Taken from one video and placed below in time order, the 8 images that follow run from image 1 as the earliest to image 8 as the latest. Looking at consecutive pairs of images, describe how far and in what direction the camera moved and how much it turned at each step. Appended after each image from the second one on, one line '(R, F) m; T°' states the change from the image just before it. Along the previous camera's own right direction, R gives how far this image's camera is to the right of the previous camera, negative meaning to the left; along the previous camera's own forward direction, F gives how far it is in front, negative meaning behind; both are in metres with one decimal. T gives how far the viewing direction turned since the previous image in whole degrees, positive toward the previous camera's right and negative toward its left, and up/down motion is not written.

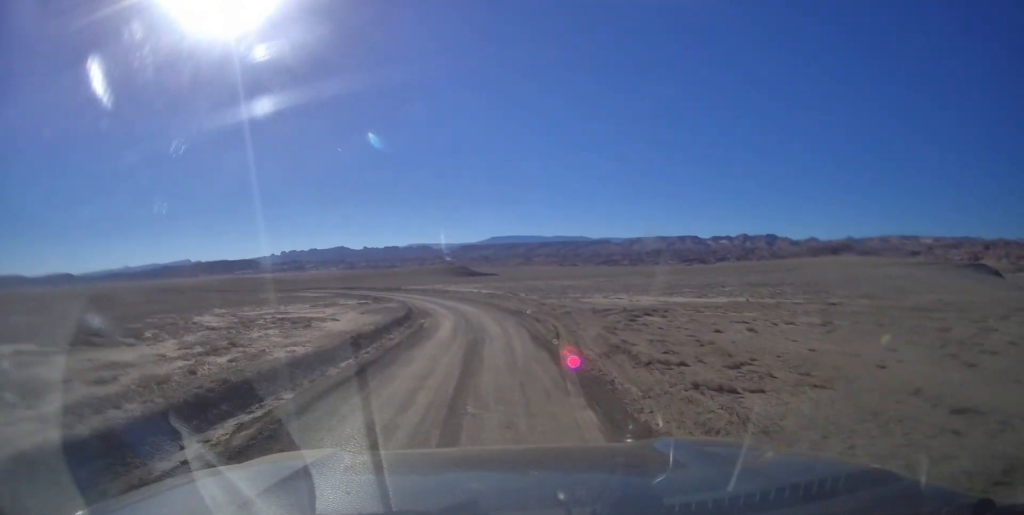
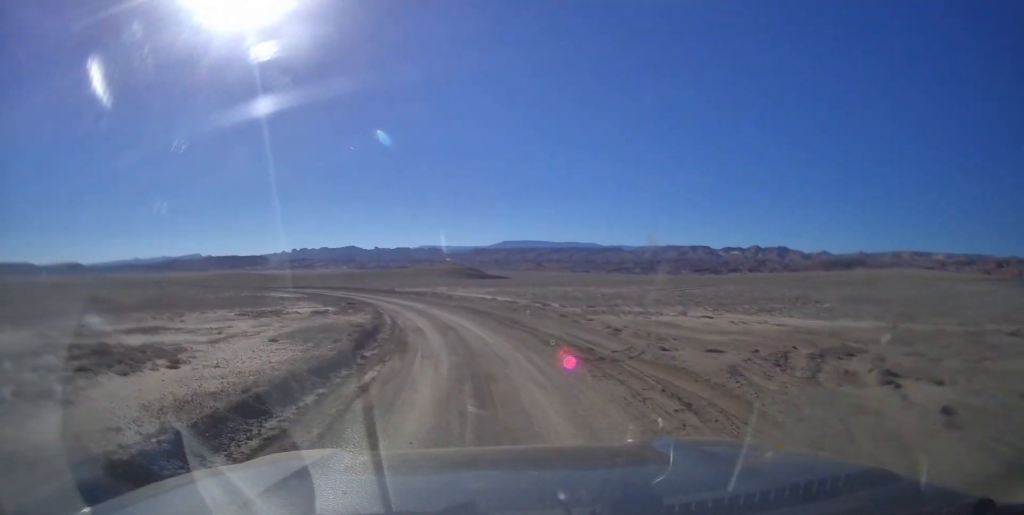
(0.0, +14.9) m; 0°
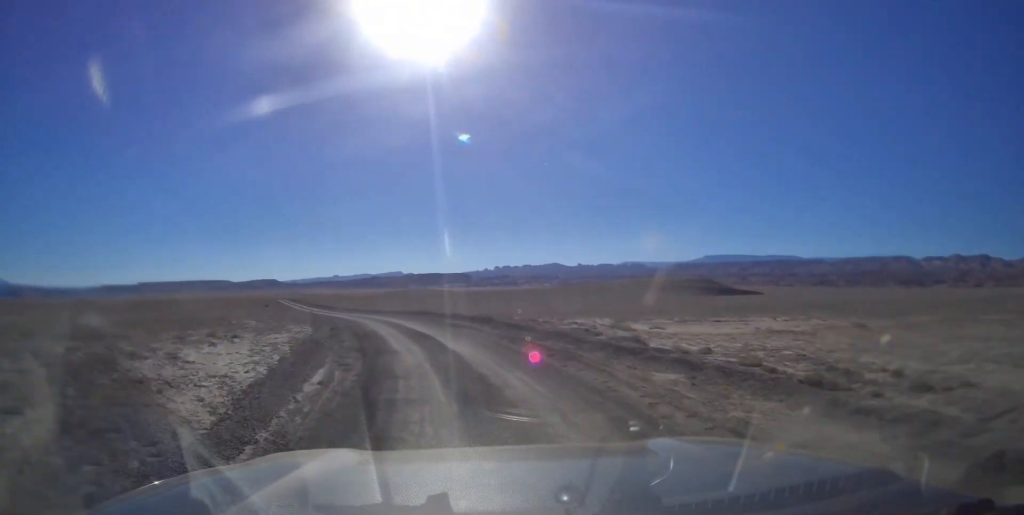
(-2.4, +43.7) m; -10°
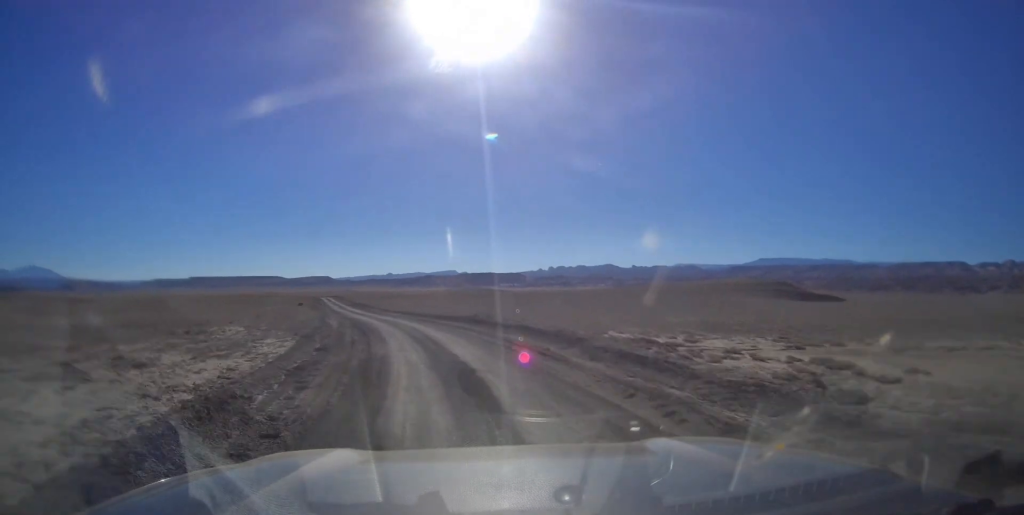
(-0.4, +10.4) m; -5°
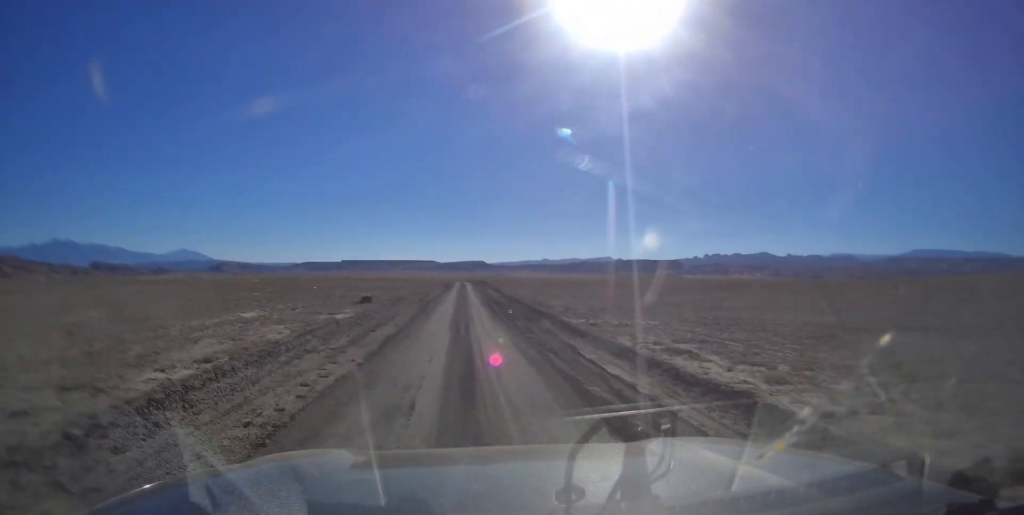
(-11.2, +50.6) m; -21°
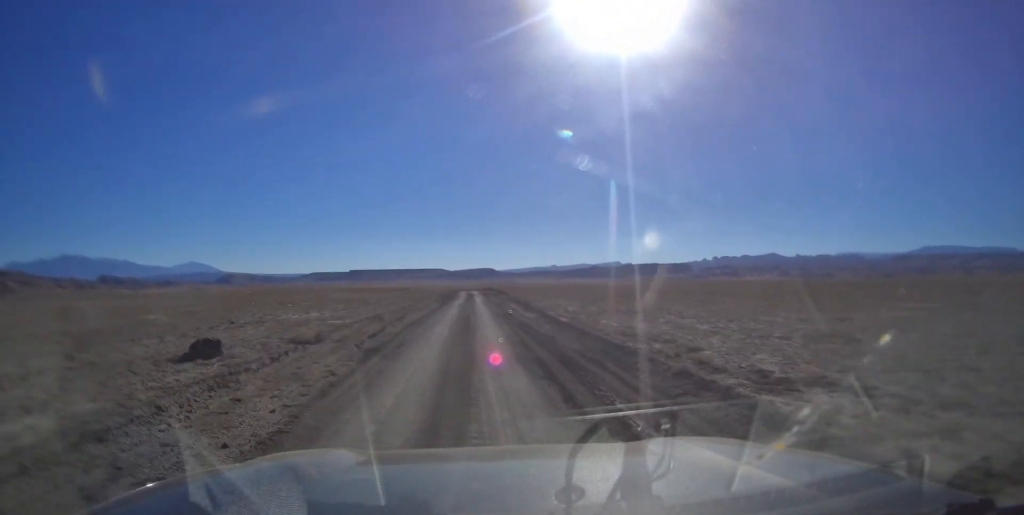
(-1.0, +21.6) m; -3°
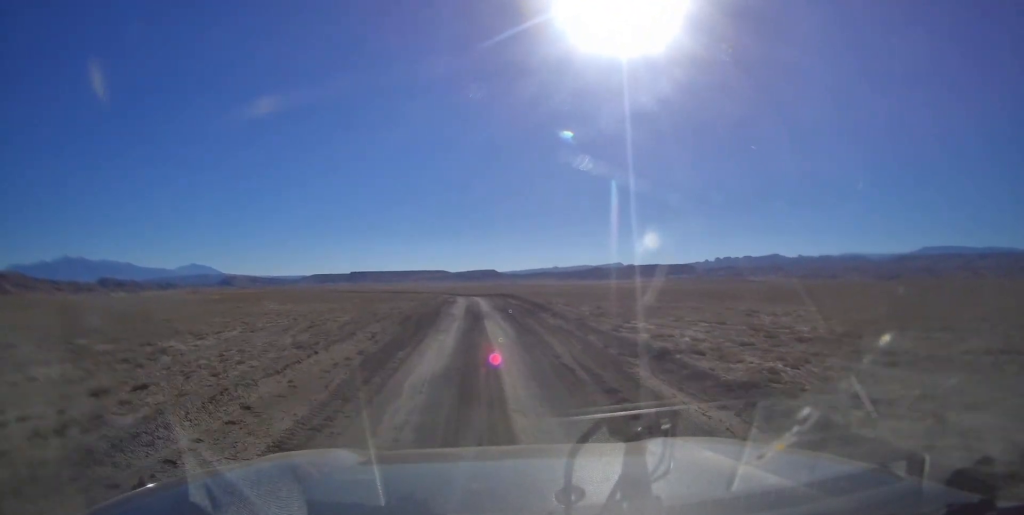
(-0.6, +32.2) m; -1°
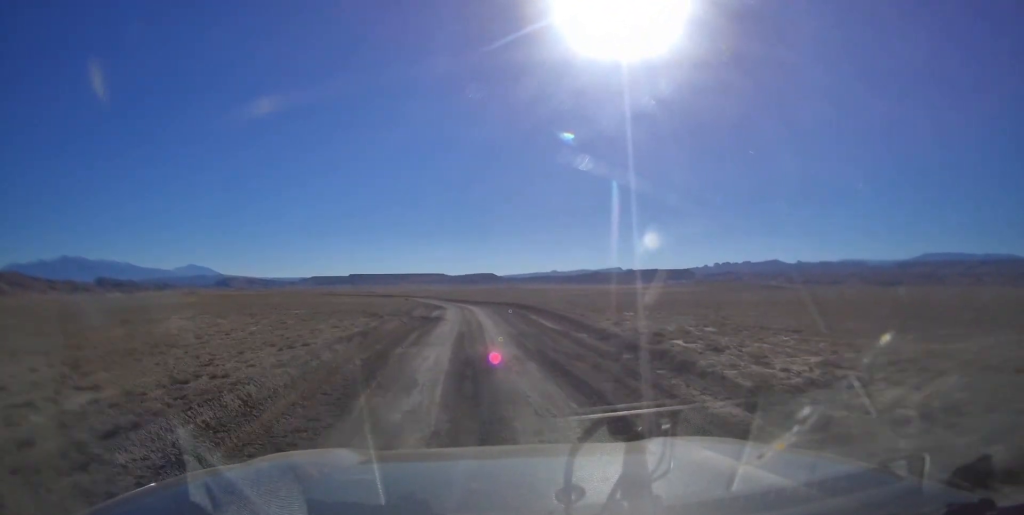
(-0.2, +19.0) m; 0°
